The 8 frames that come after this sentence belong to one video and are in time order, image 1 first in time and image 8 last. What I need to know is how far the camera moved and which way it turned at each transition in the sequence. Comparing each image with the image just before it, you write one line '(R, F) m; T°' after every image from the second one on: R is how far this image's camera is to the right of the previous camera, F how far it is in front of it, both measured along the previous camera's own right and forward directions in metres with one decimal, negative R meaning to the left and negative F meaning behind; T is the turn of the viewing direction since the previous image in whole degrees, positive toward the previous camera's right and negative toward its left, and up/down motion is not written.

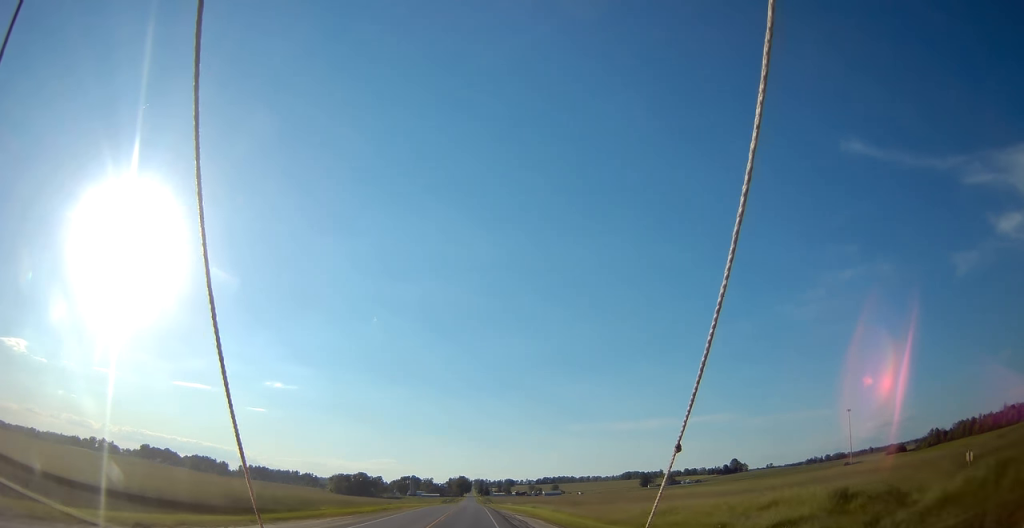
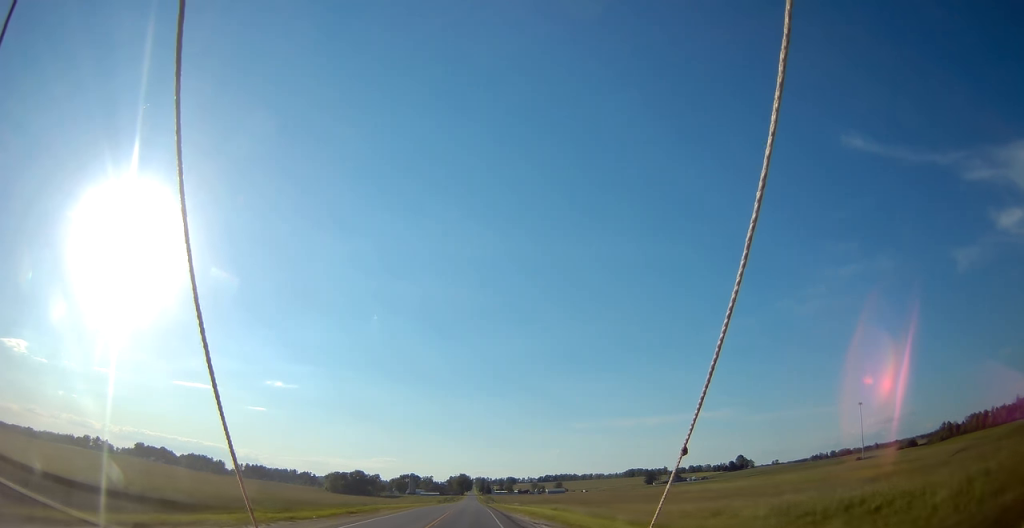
(0.0, +19.4) m; 0°
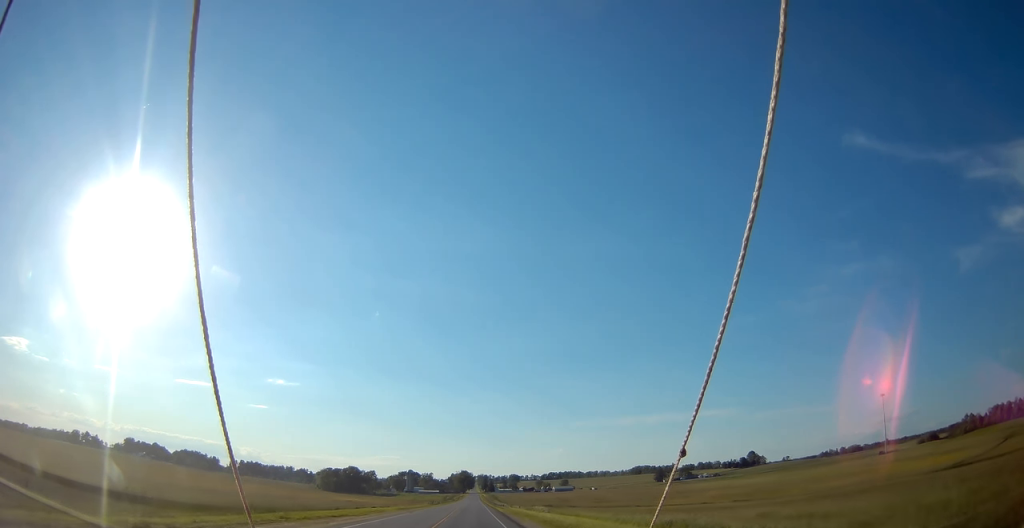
(-0.1, +34.6) m; -1°
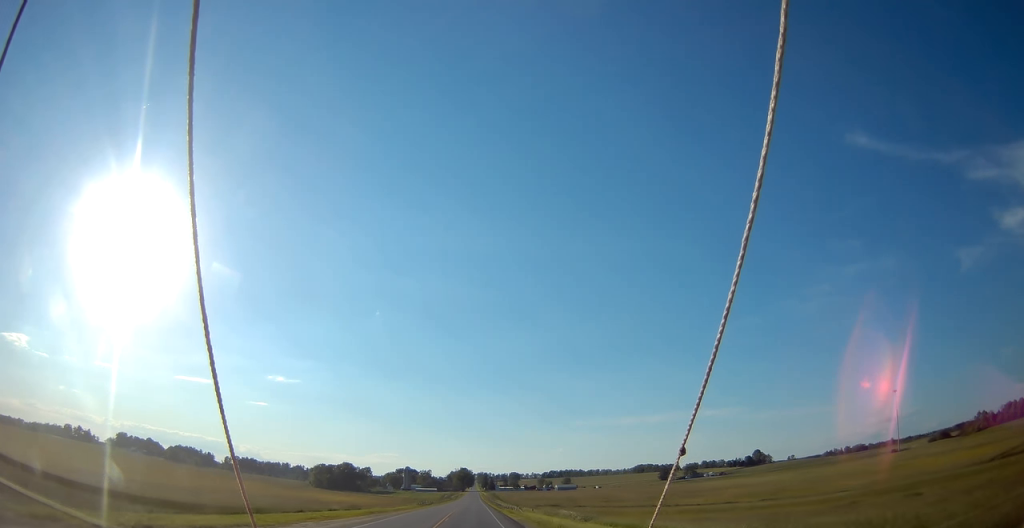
(-0.5, +20.2) m; 0°
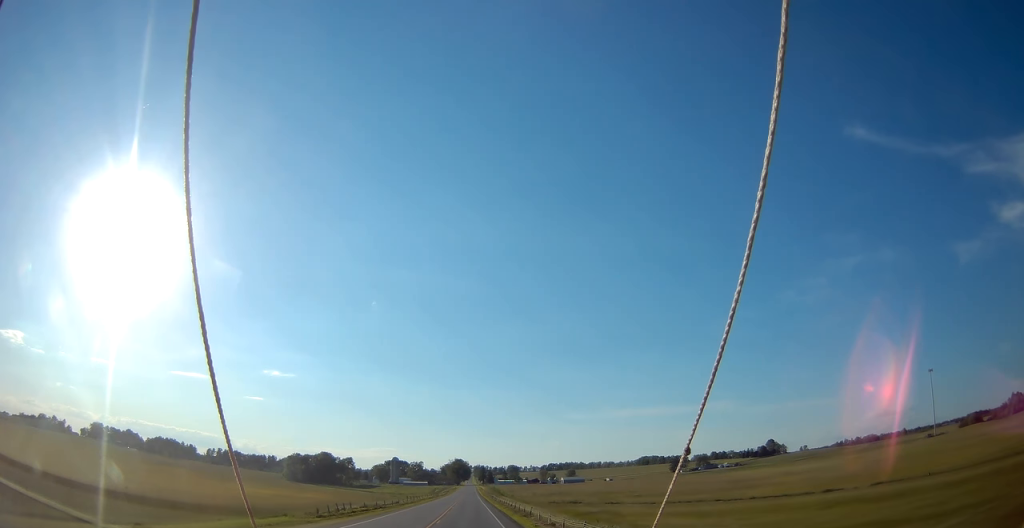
(+0.5, +56.7) m; 0°
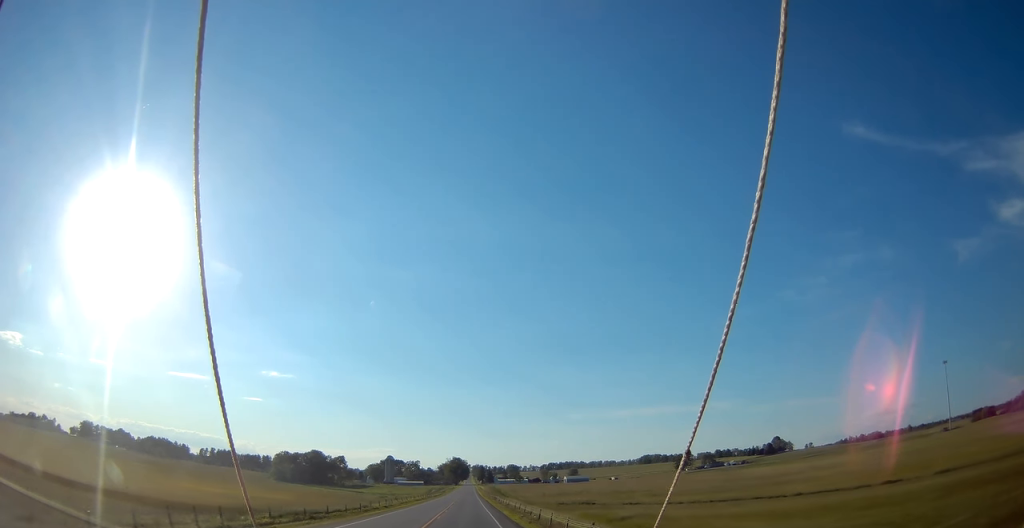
(+0.2, +20.8) m; 0°
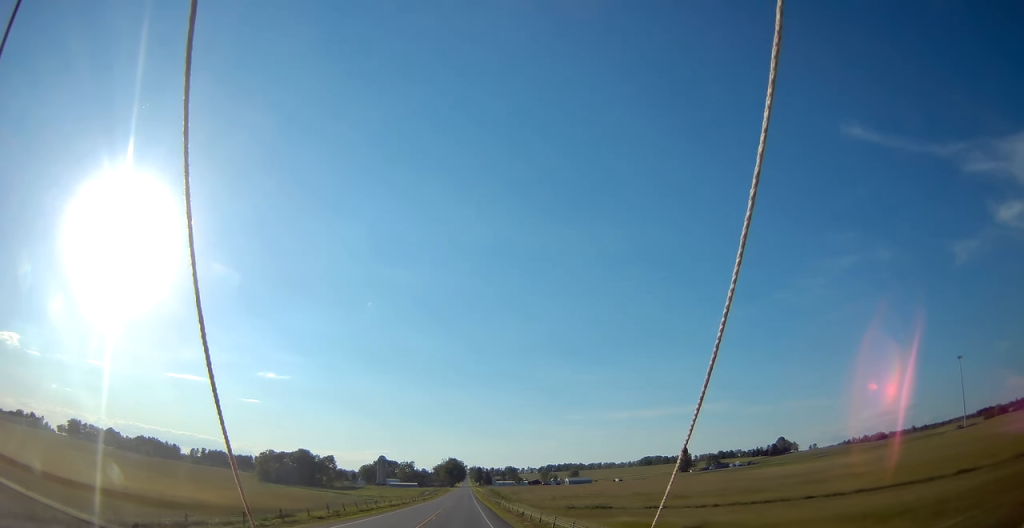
(-0.1, +22.5) m; 0°
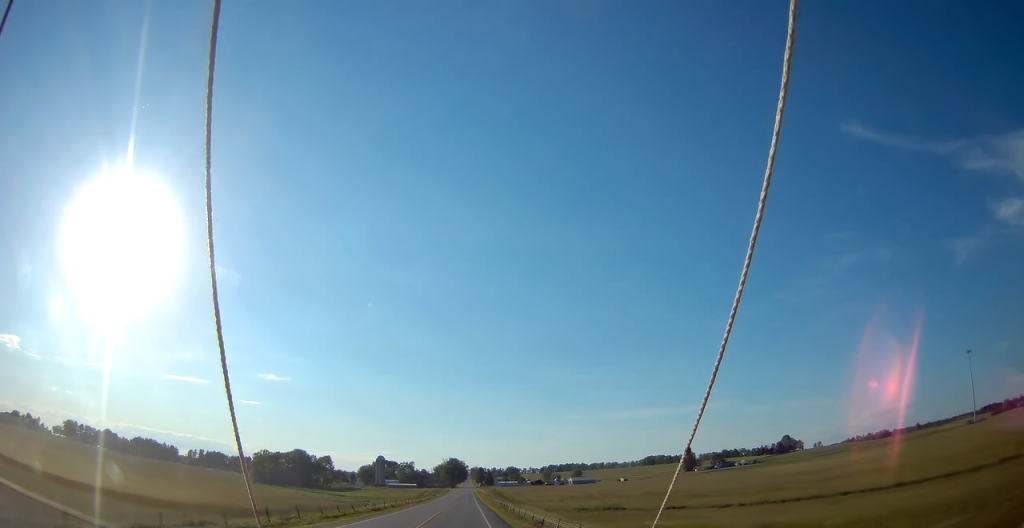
(0.0, +11.2) m; 0°
